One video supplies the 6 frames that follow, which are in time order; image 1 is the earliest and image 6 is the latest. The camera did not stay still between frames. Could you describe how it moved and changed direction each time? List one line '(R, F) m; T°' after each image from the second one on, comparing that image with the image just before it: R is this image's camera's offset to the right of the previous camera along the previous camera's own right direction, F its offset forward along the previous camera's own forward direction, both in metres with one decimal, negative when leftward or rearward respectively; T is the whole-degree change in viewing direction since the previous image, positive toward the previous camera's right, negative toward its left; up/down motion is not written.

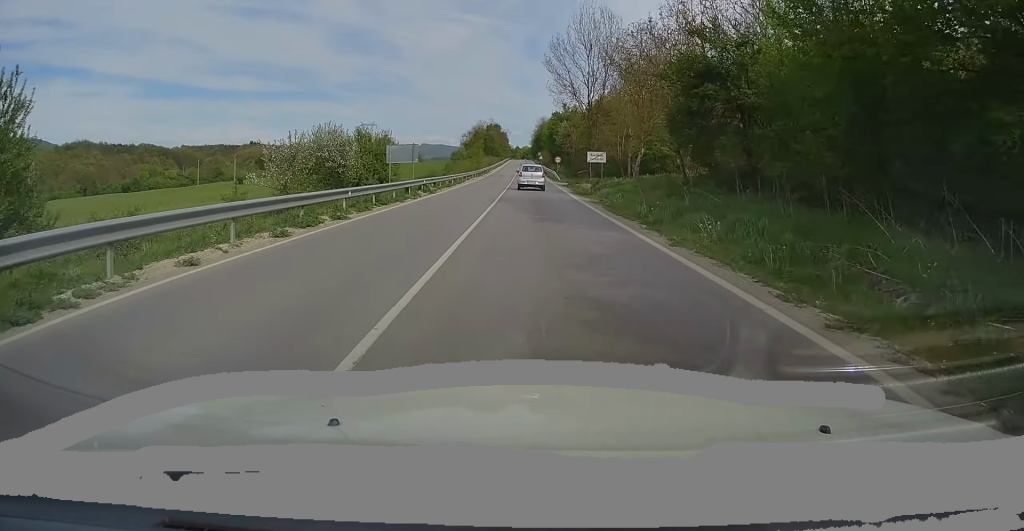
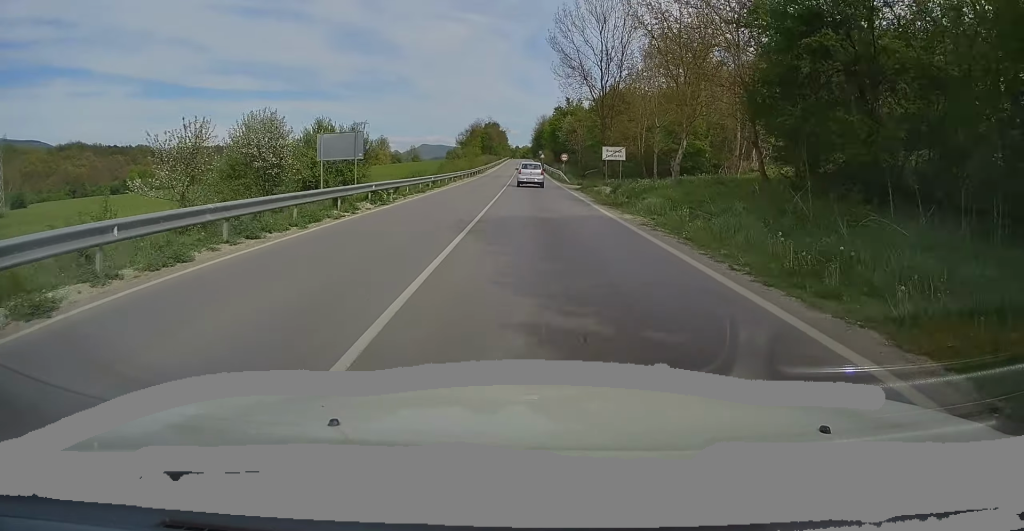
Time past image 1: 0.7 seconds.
(-0.1, +12.1) m; 0°
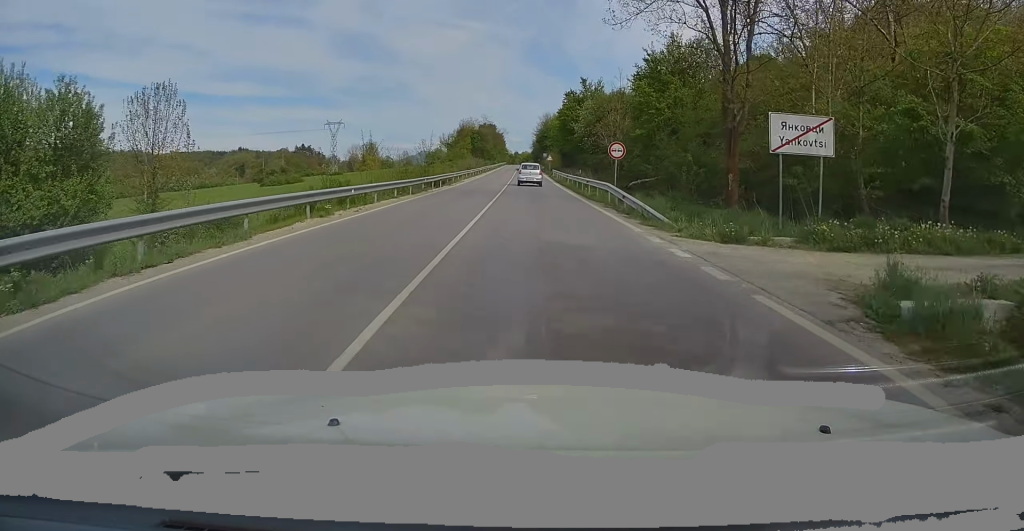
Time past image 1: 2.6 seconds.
(+0.2, +34.8) m; 0°
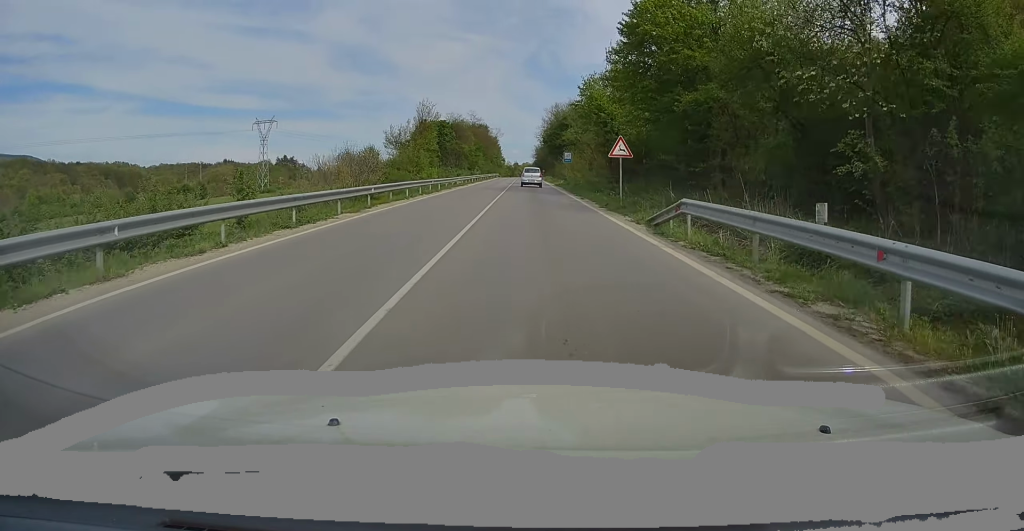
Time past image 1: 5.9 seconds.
(+0.4, +61.0) m; +1°
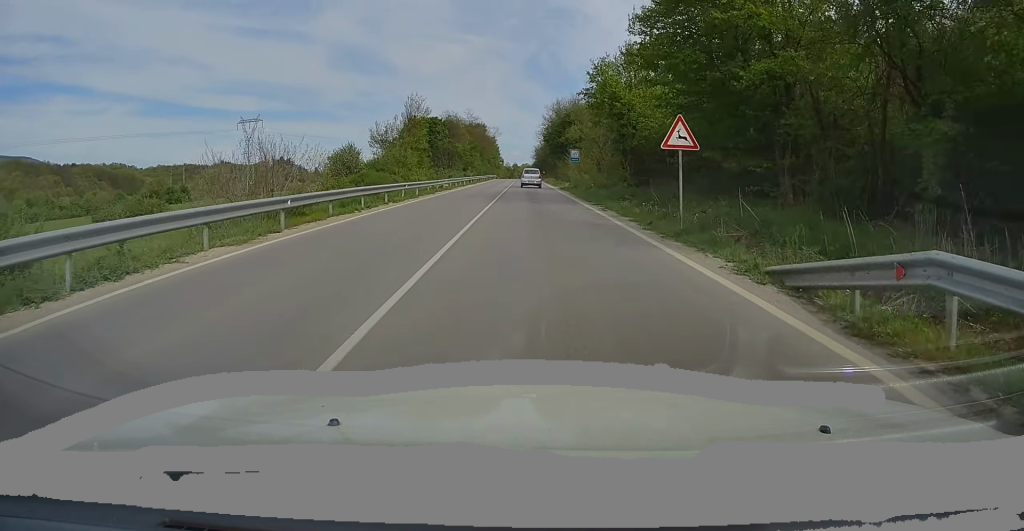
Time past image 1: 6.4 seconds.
(-0.2, +8.8) m; 0°
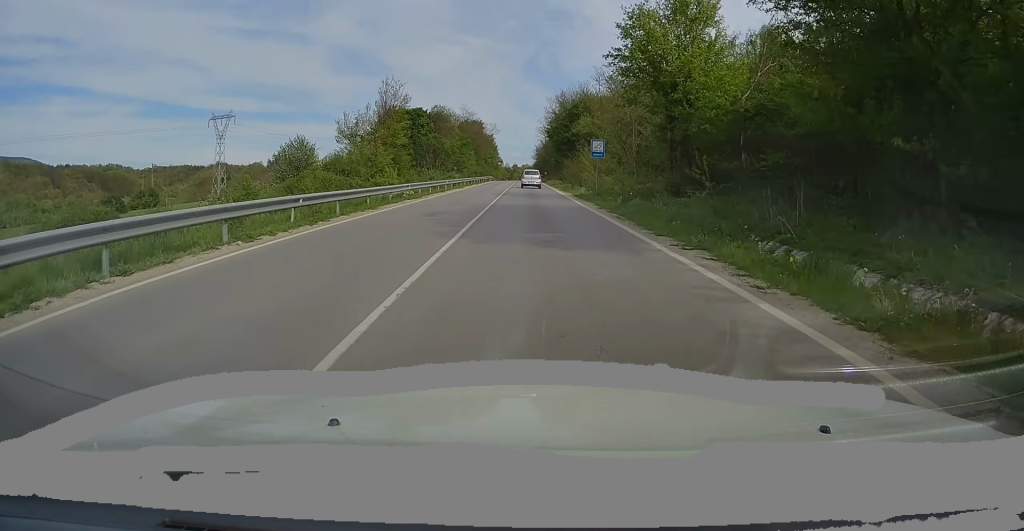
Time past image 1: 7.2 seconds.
(-0.2, +15.1) m; 0°
